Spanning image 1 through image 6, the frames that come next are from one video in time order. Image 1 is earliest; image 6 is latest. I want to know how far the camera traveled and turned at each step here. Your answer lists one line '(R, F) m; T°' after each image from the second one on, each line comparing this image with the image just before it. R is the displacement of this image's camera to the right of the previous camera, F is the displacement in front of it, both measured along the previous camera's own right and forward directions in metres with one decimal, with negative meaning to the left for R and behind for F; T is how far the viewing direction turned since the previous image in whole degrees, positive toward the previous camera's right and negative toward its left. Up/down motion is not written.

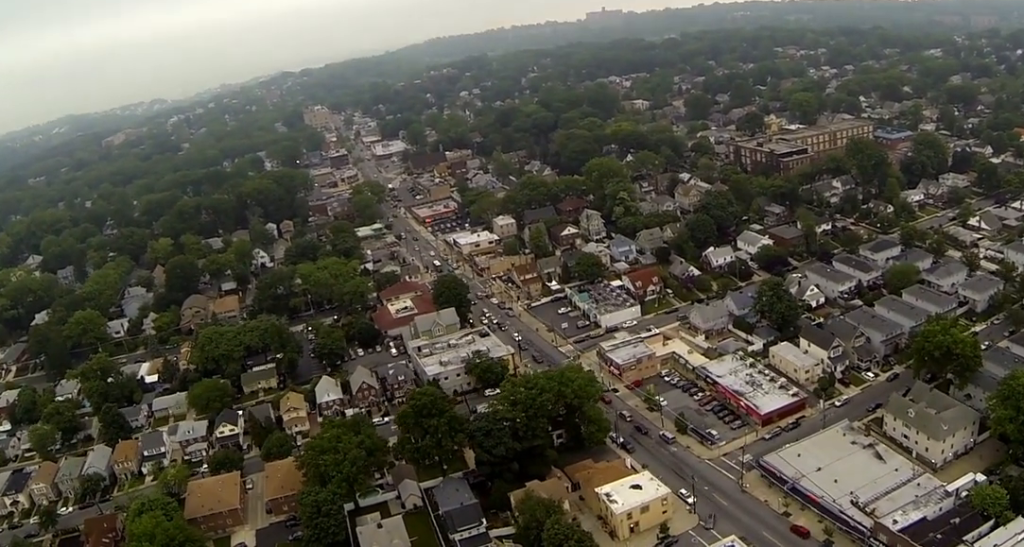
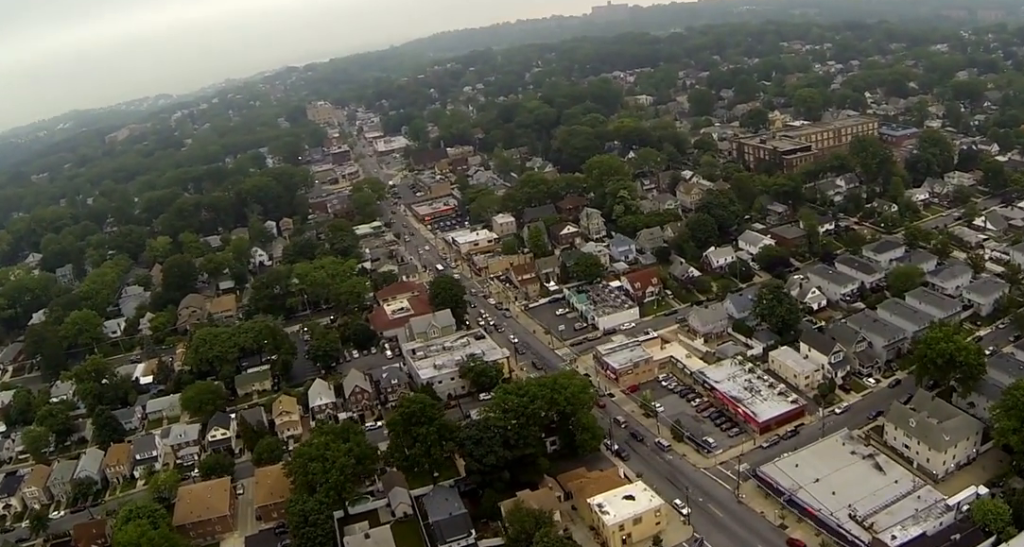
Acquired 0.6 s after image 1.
(0.0, +6.7) m; 0°
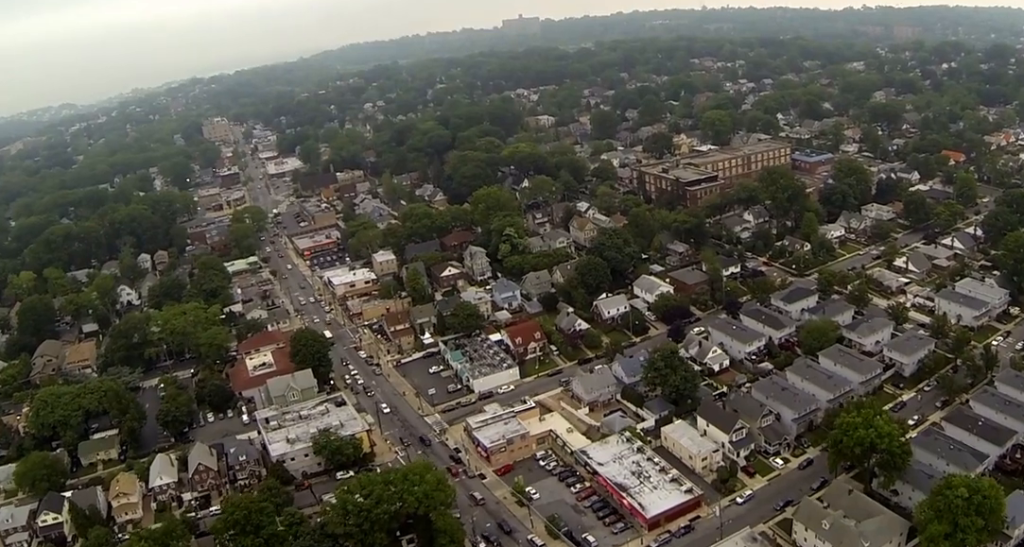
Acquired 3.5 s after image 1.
(+0.7, +33.8) m; +2°
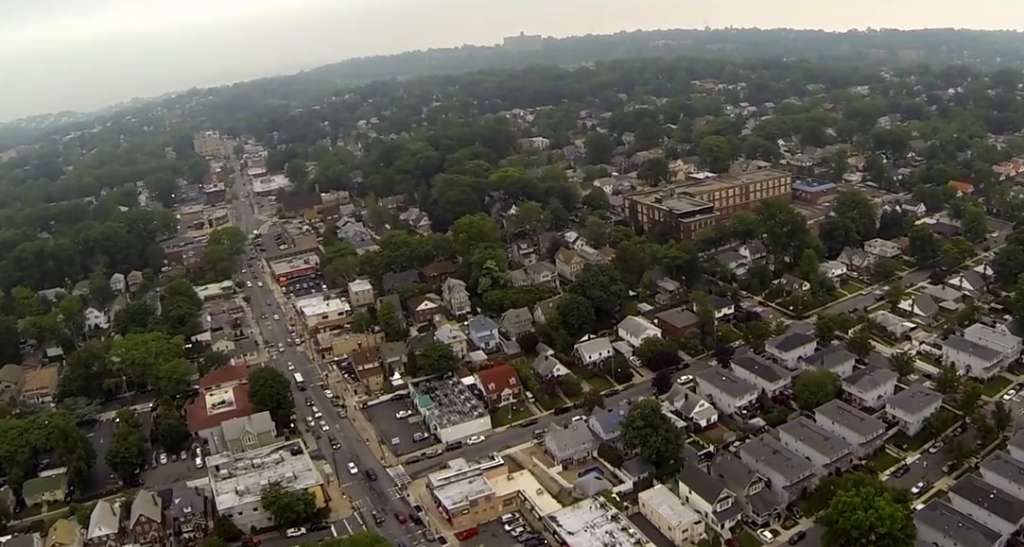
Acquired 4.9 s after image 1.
(-0.4, +18.7) m; -2°
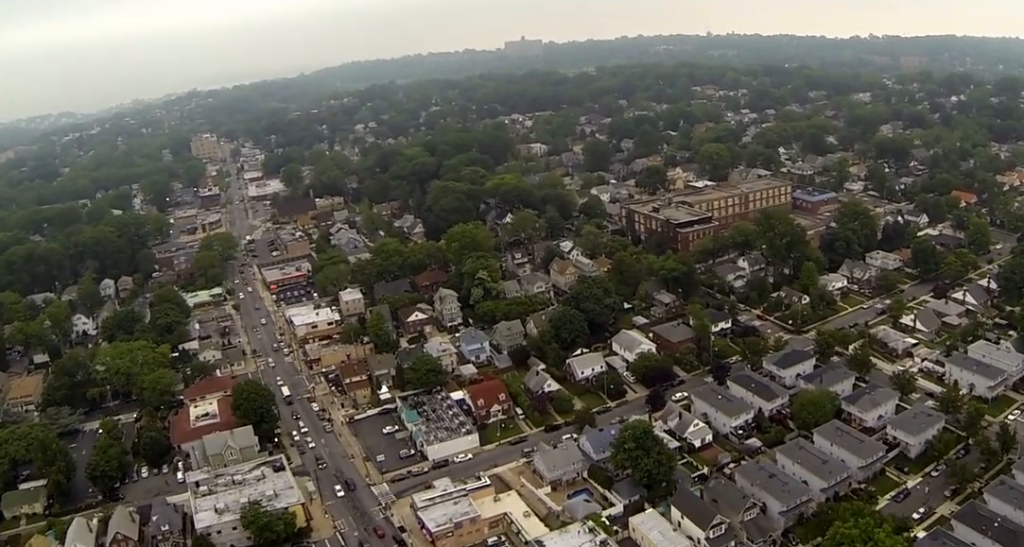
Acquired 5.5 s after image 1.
(+0.1, +6.9) m; 0°
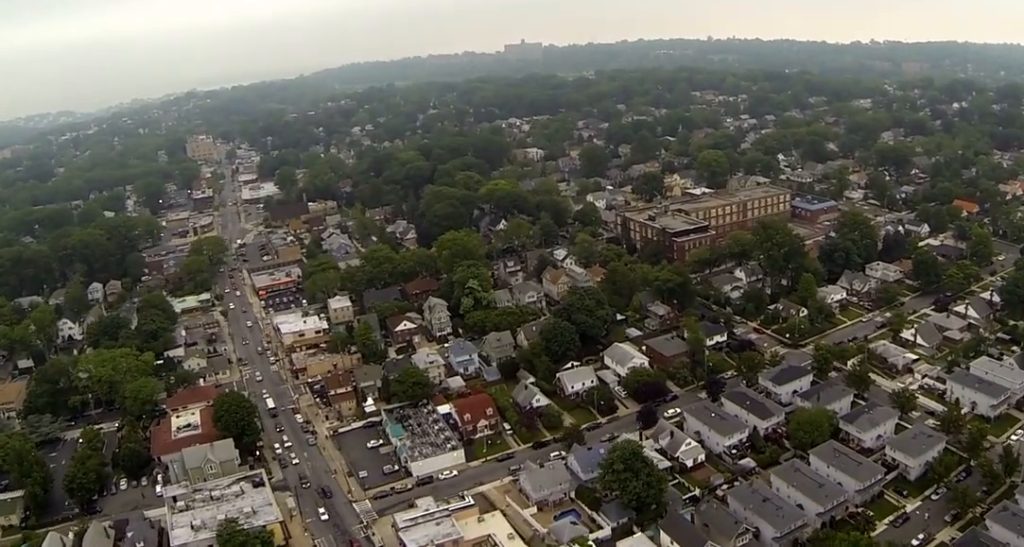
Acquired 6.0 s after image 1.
(+0.1, +6.9) m; 0°
